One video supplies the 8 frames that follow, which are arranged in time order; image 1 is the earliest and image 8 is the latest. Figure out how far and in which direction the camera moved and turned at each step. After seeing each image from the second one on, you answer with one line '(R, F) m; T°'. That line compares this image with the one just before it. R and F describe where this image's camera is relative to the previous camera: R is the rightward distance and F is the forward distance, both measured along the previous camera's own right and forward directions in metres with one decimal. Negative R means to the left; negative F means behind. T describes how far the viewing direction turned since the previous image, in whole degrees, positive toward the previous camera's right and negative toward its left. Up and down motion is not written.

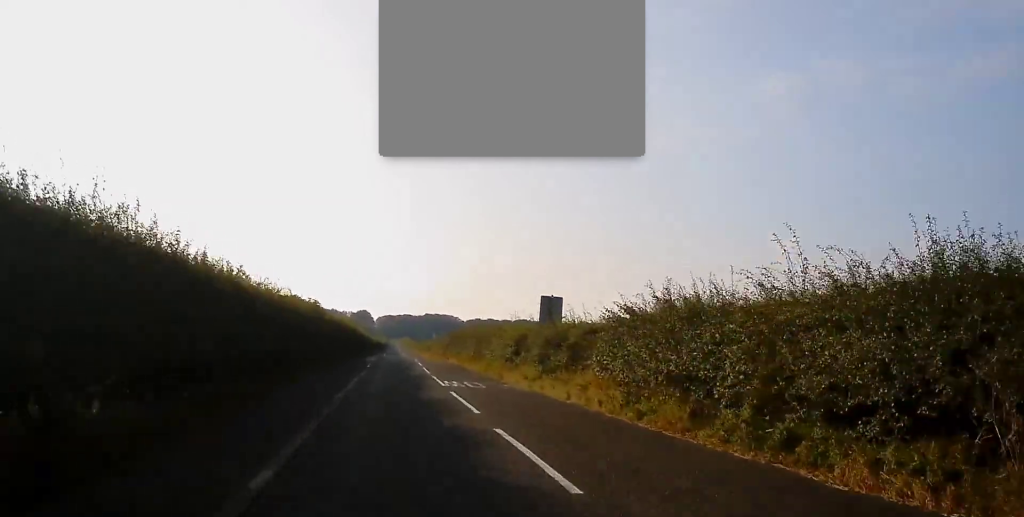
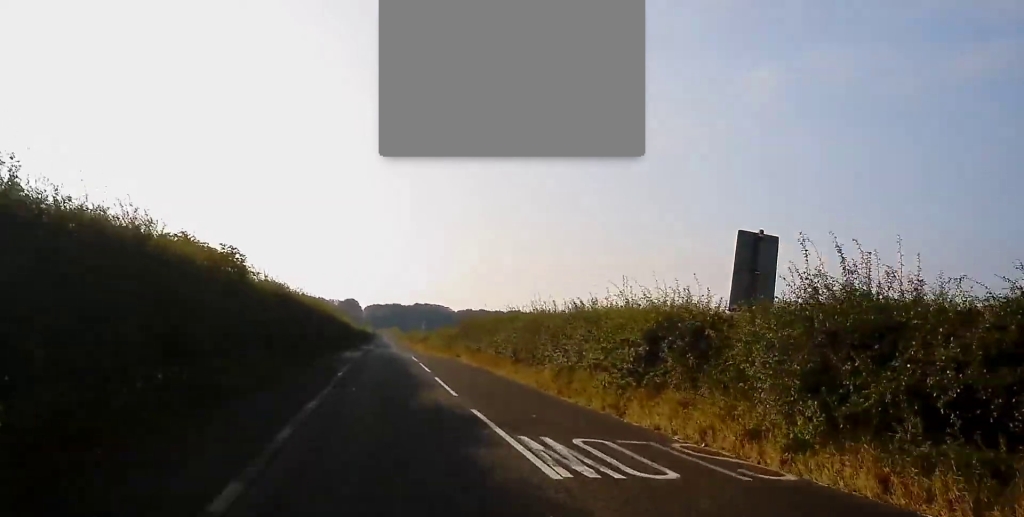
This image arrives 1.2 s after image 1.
(-0.2, +15.2) m; 0°
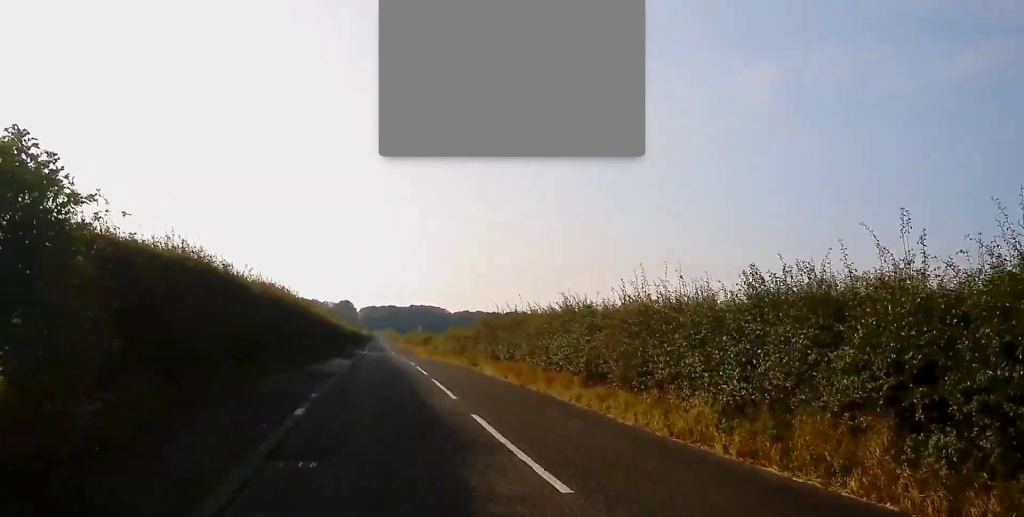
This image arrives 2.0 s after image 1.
(+0.1, +9.7) m; +1°
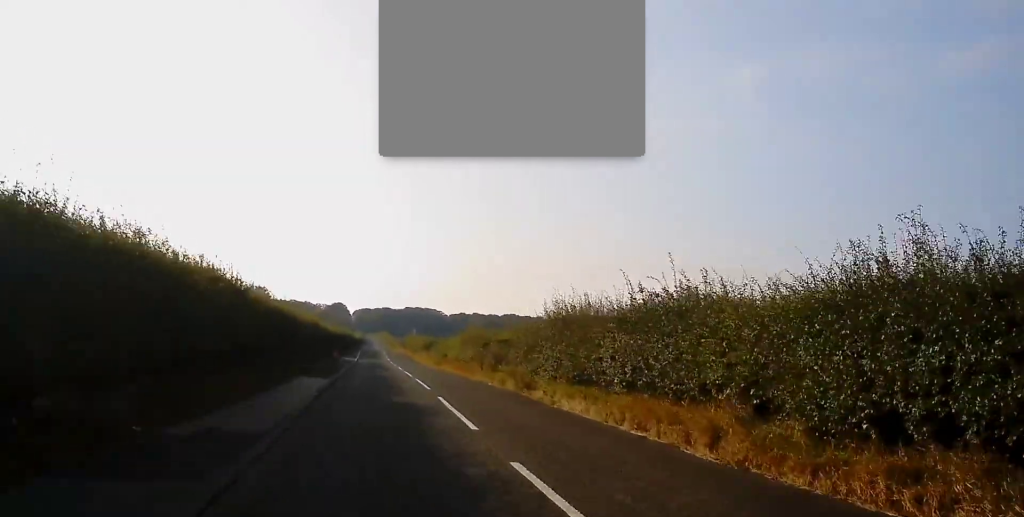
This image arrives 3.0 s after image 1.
(+0.1, +13.3) m; +1°
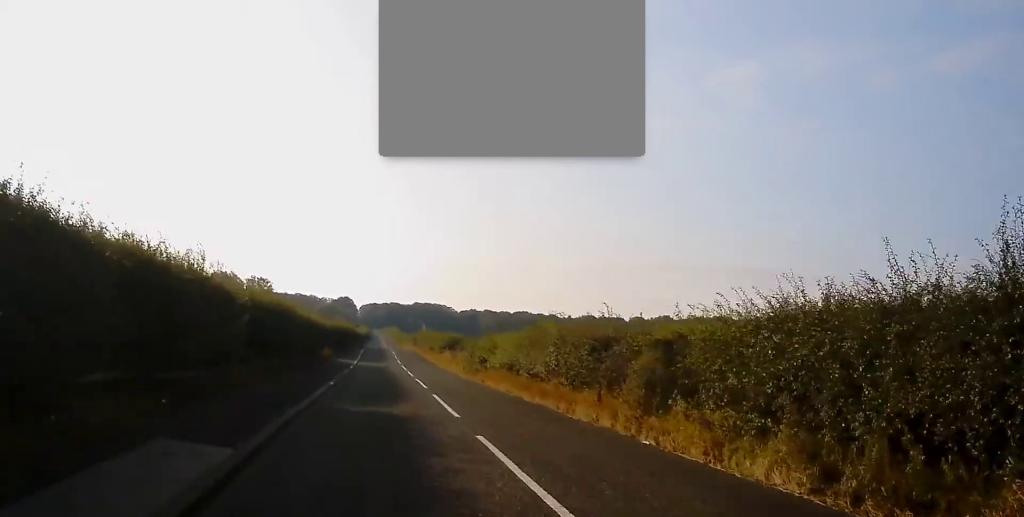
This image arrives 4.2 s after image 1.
(0.0, +15.2) m; -1°
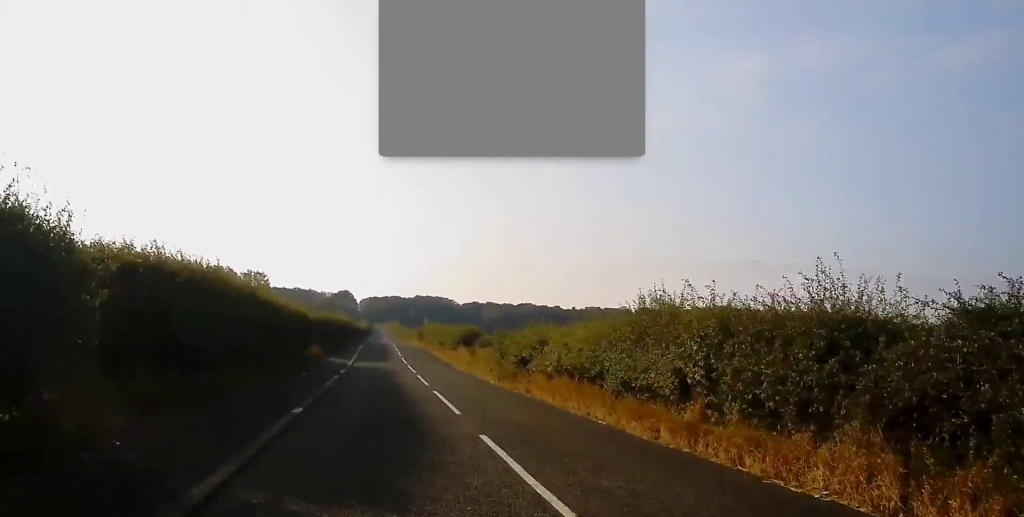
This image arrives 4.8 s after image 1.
(-0.1, +8.6) m; 0°
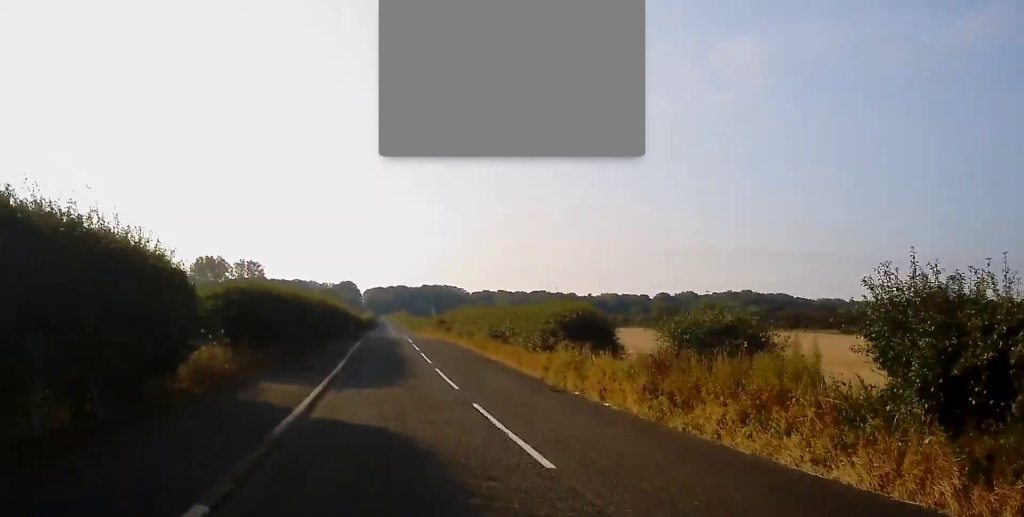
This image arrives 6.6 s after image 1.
(-0.1, +24.2) m; +1°
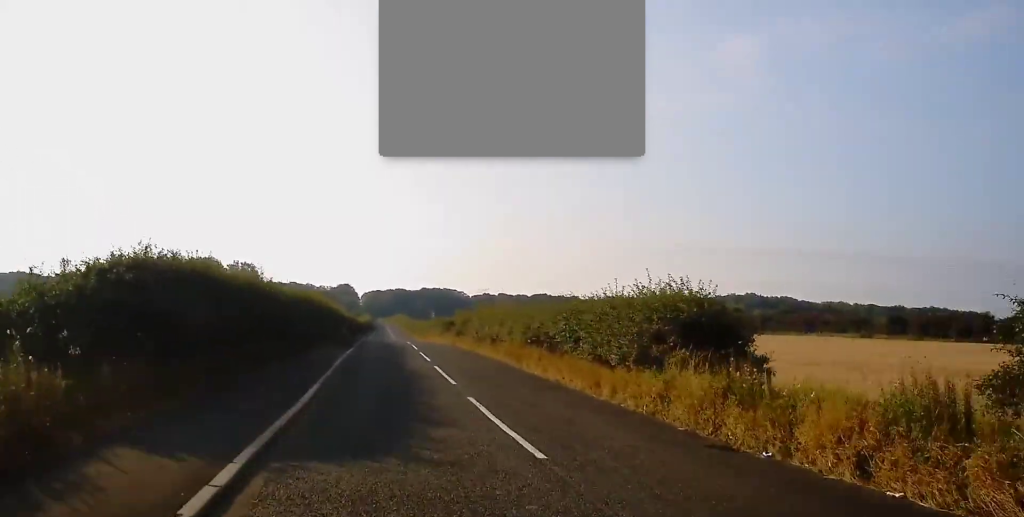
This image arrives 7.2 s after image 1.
(+0.1, +8.4) m; +1°
